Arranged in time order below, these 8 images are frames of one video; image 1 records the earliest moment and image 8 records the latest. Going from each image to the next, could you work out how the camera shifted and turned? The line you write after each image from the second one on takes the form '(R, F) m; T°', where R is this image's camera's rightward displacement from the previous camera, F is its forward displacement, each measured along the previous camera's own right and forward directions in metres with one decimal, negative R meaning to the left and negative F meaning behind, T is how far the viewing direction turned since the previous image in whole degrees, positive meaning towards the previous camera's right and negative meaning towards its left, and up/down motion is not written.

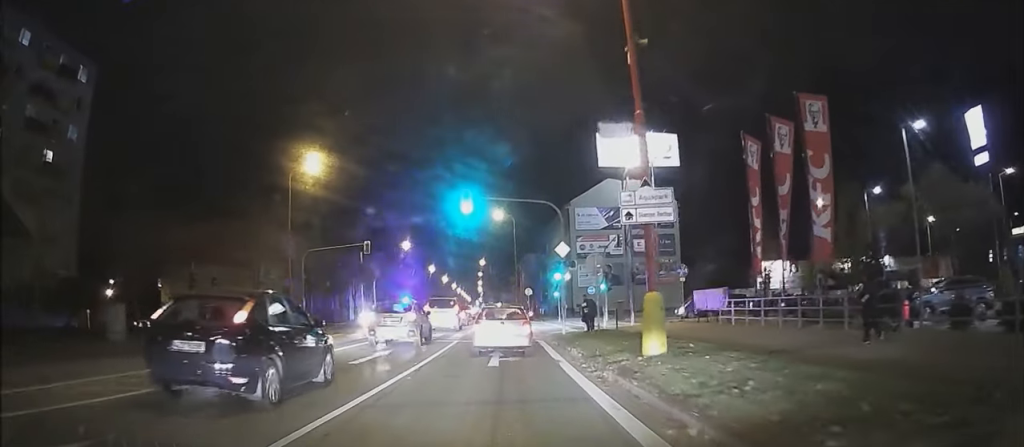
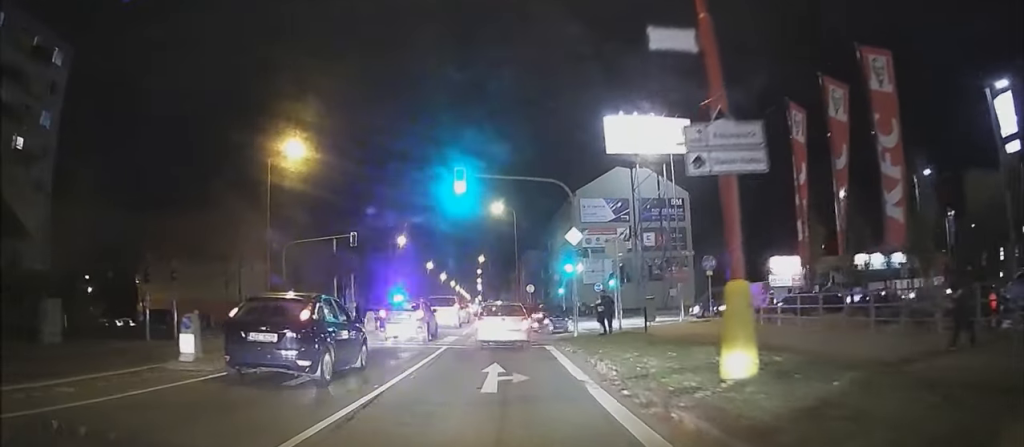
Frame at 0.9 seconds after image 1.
(0.0, +4.5) m; 0°
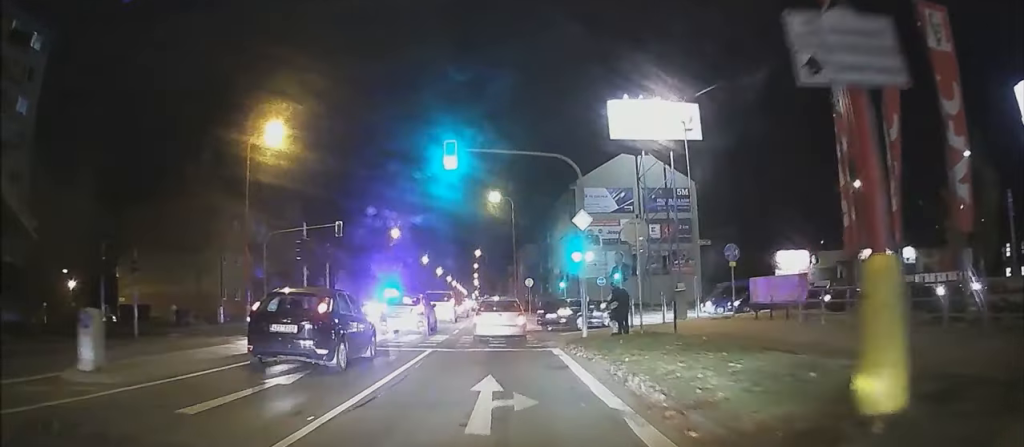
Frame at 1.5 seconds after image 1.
(0.0, +3.3) m; 0°
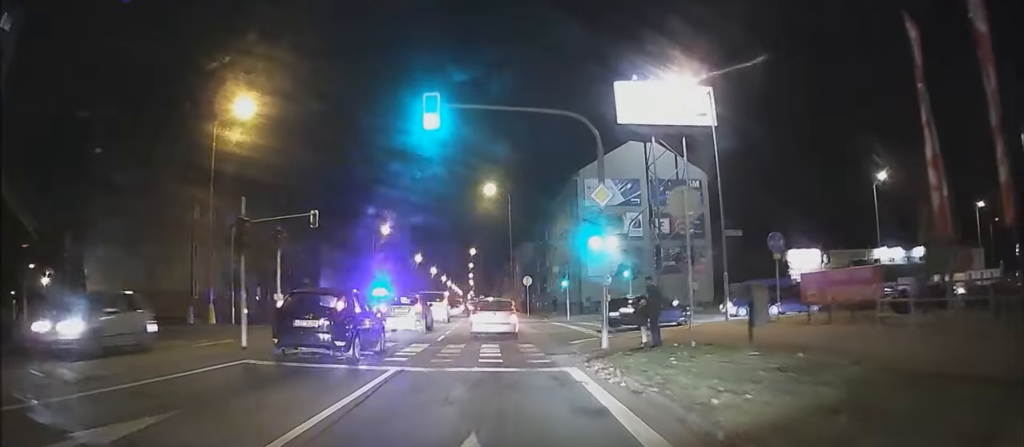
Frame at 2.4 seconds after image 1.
(0.0, +5.4) m; 0°
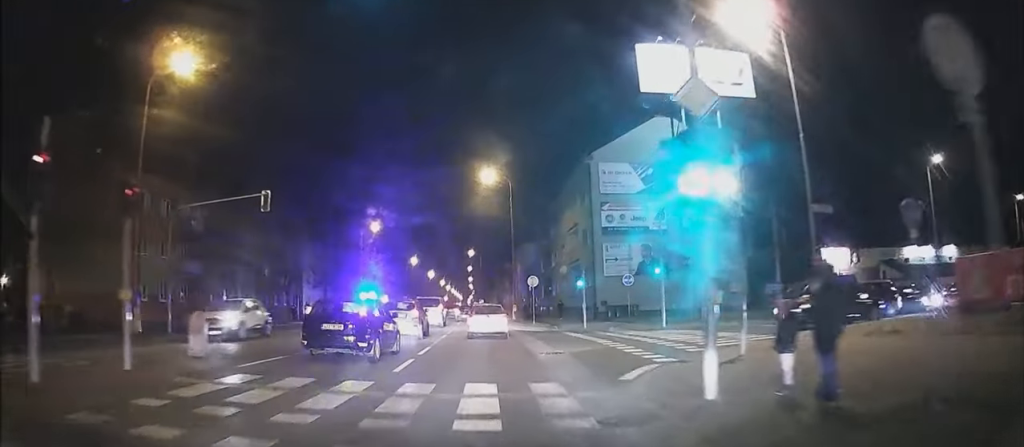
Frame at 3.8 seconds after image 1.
(0.0, +8.6) m; 0°
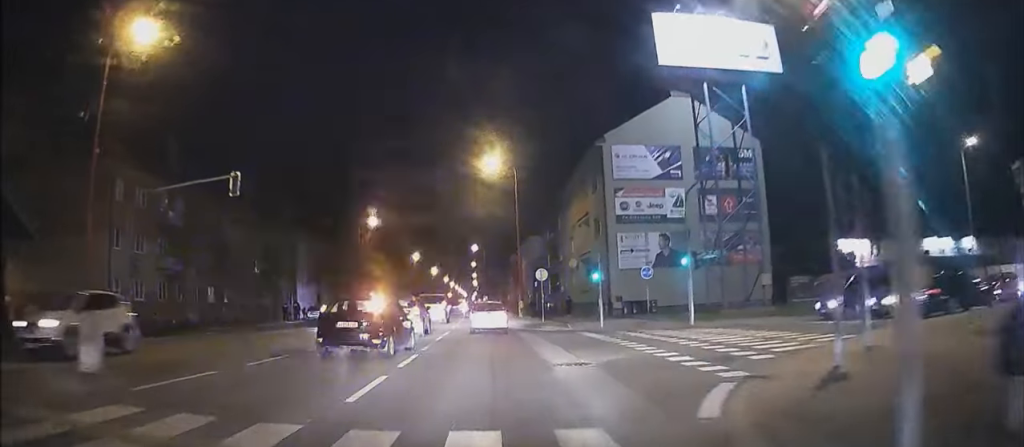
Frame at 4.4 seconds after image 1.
(0.0, +4.2) m; 0°
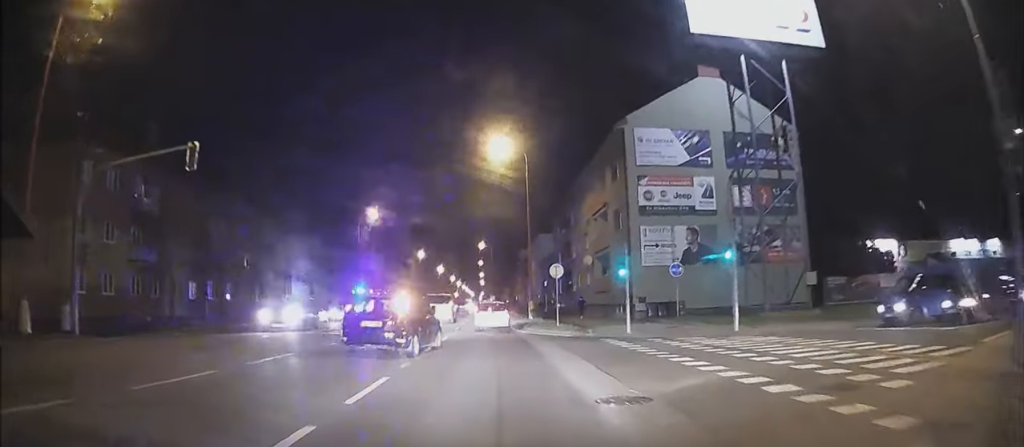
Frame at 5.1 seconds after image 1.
(0.0, +5.1) m; 0°
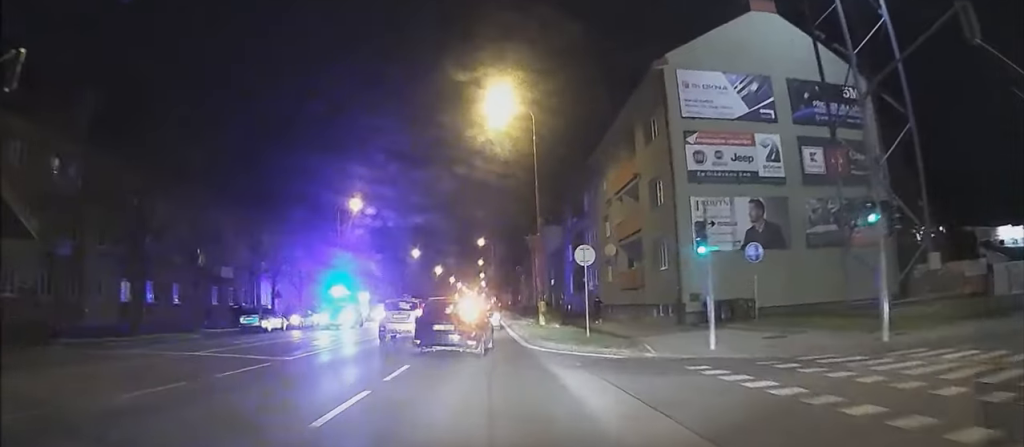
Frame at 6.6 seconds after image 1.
(+0.2, +10.9) m; +8°
